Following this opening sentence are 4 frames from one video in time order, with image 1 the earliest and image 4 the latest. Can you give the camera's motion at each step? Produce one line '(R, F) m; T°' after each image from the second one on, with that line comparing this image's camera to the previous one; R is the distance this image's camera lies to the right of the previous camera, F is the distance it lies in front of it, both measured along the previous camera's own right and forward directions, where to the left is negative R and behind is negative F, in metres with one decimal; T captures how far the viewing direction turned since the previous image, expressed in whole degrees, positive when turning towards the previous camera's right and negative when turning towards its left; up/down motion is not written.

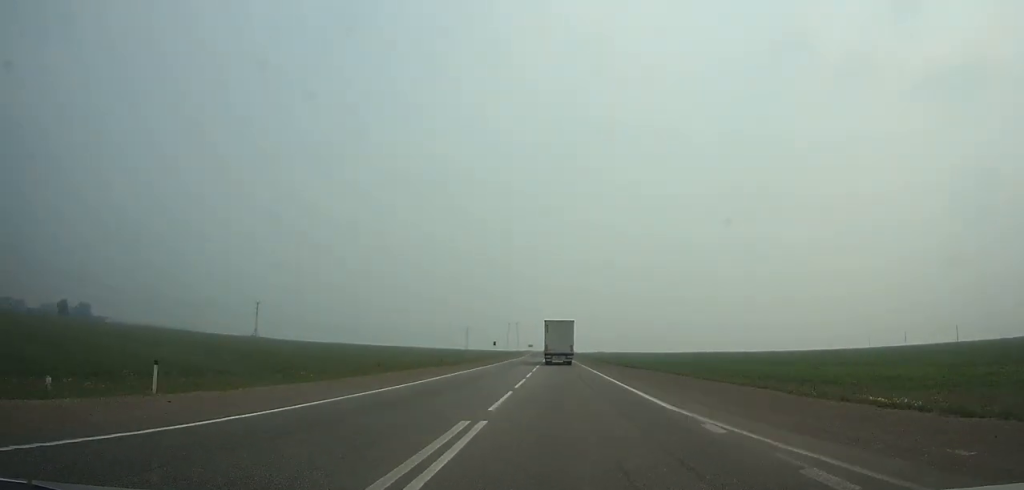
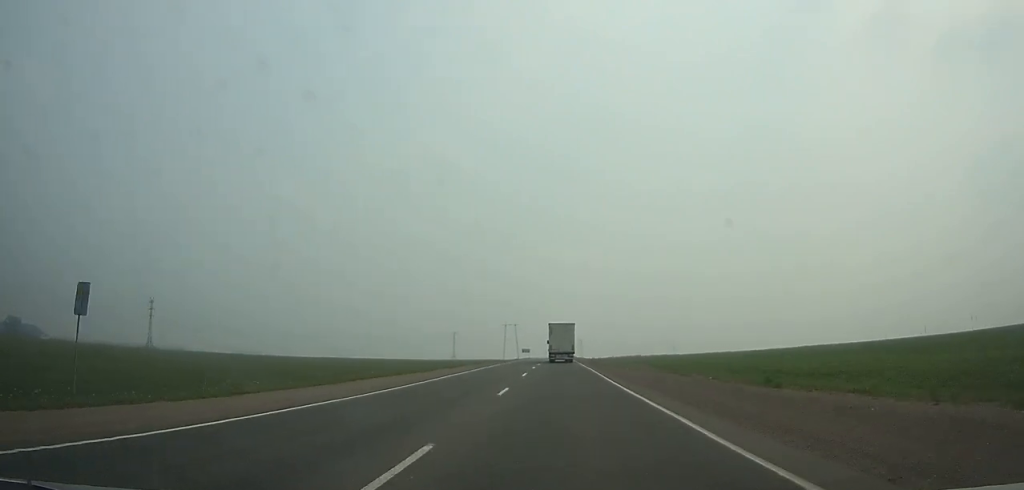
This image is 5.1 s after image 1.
(-2.0, +115.3) m; -2°
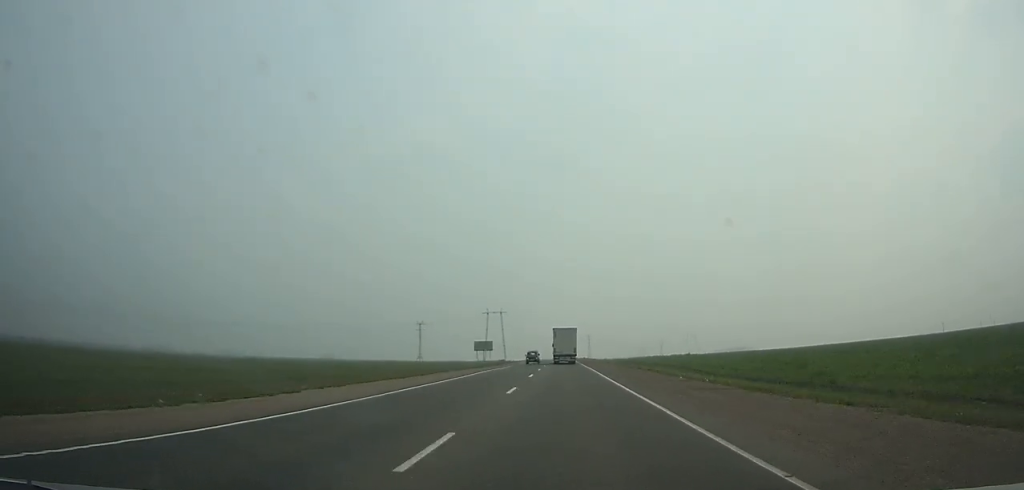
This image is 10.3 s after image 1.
(-0.7, +121.1) m; 0°
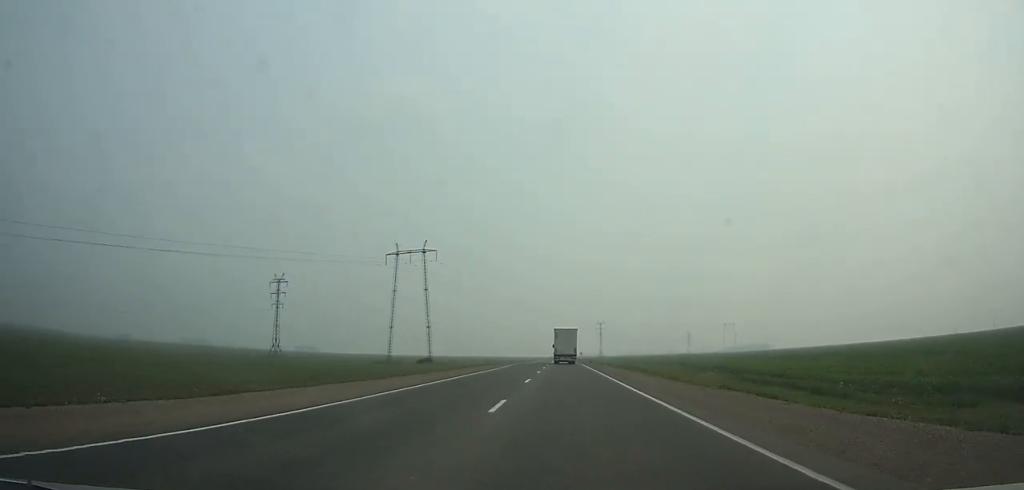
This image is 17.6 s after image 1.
(-0.1, +178.7) m; 0°
